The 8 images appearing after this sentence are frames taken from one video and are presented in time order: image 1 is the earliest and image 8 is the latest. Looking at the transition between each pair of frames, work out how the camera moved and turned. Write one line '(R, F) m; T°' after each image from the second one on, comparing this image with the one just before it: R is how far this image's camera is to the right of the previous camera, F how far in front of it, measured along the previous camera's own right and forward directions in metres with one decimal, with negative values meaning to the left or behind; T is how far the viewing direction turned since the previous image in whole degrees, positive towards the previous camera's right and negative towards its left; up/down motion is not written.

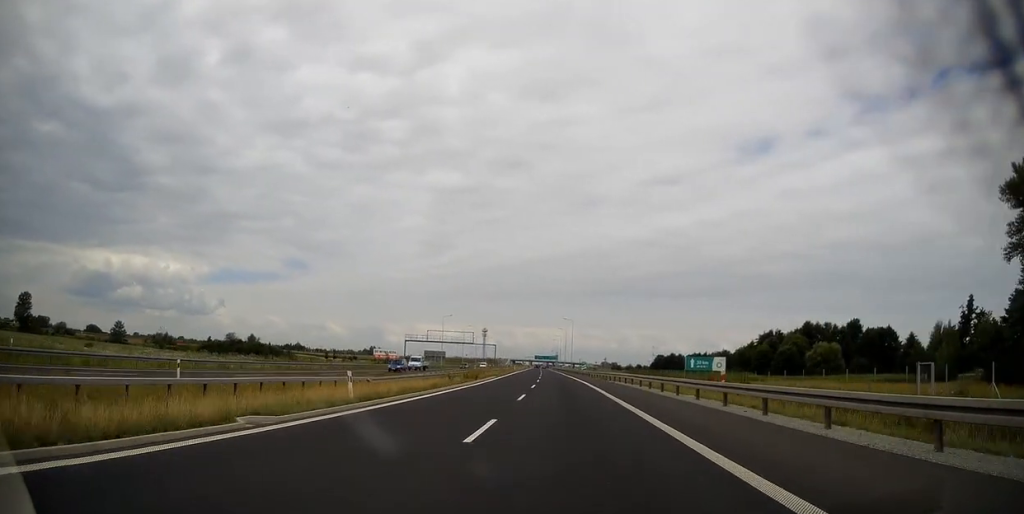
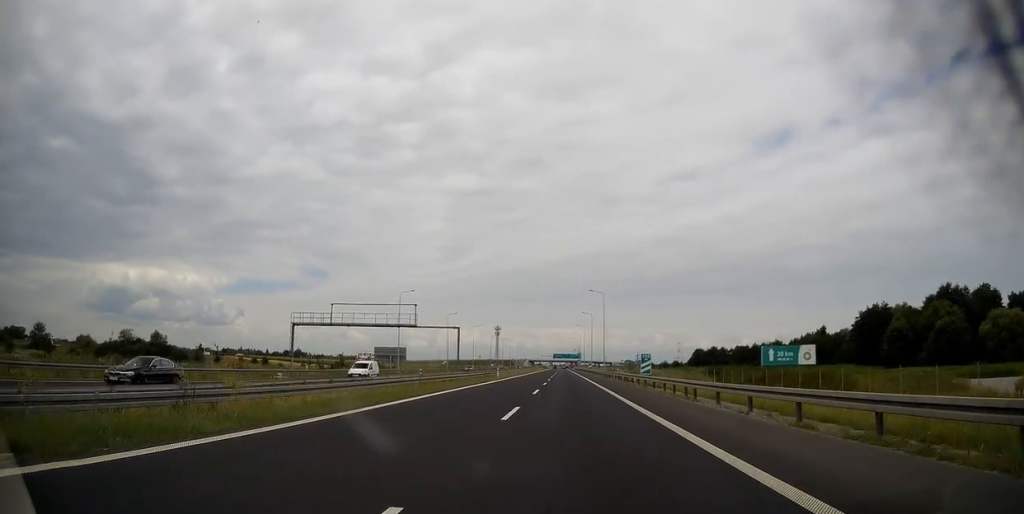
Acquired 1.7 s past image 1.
(-1.0, +62.1) m; -2°
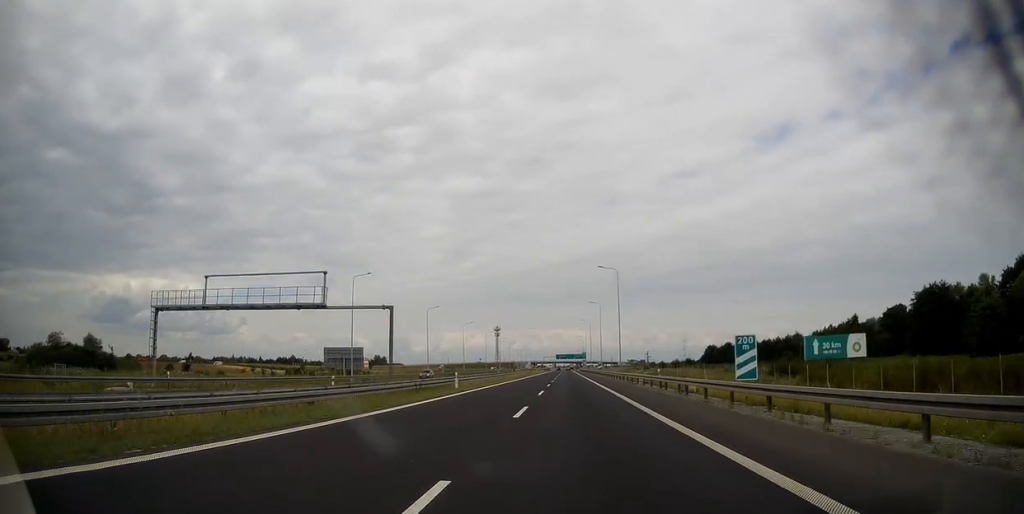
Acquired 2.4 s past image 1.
(-0.1, +25.5) m; -1°
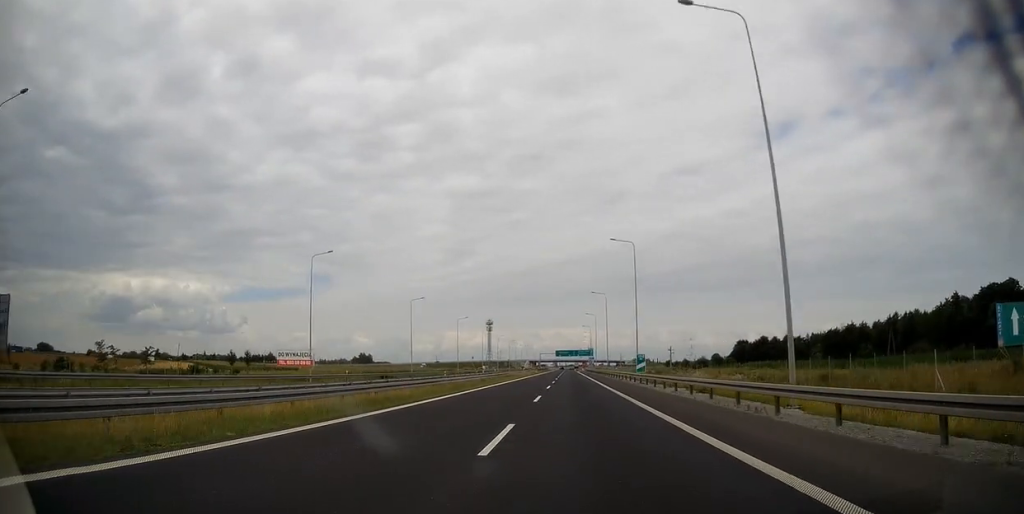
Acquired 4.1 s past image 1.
(-0.6, +60.6) m; -1°
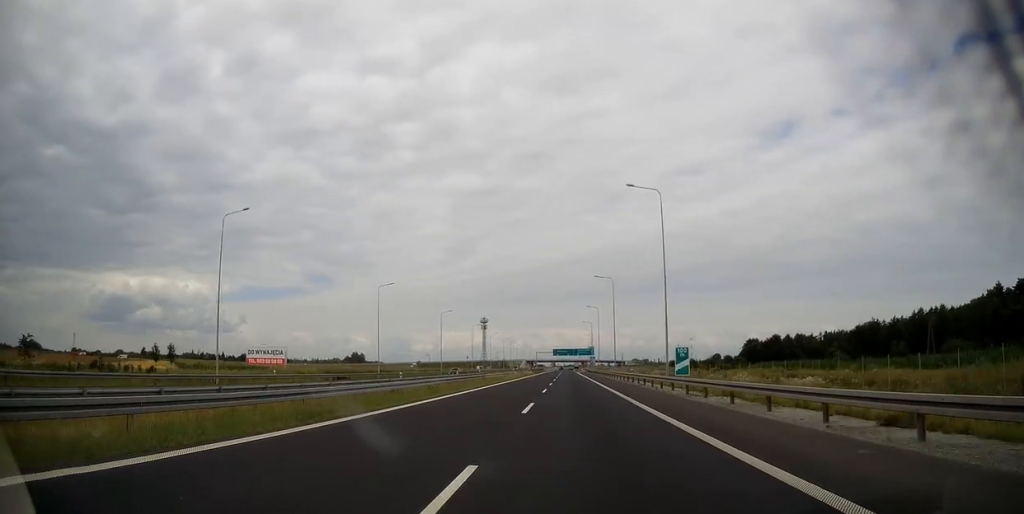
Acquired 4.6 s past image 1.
(0.0, +19.4) m; 0°
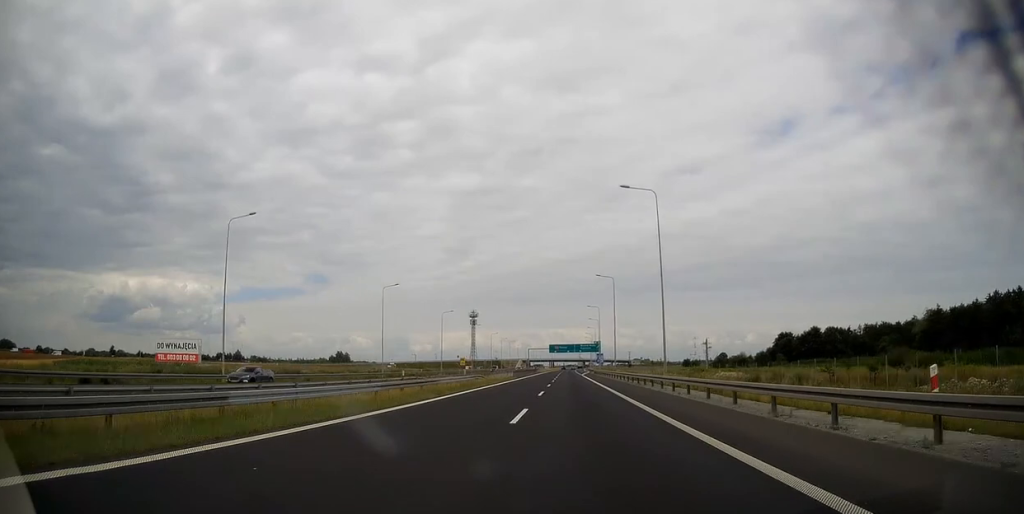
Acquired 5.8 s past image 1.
(0.0, +44.8) m; 0°
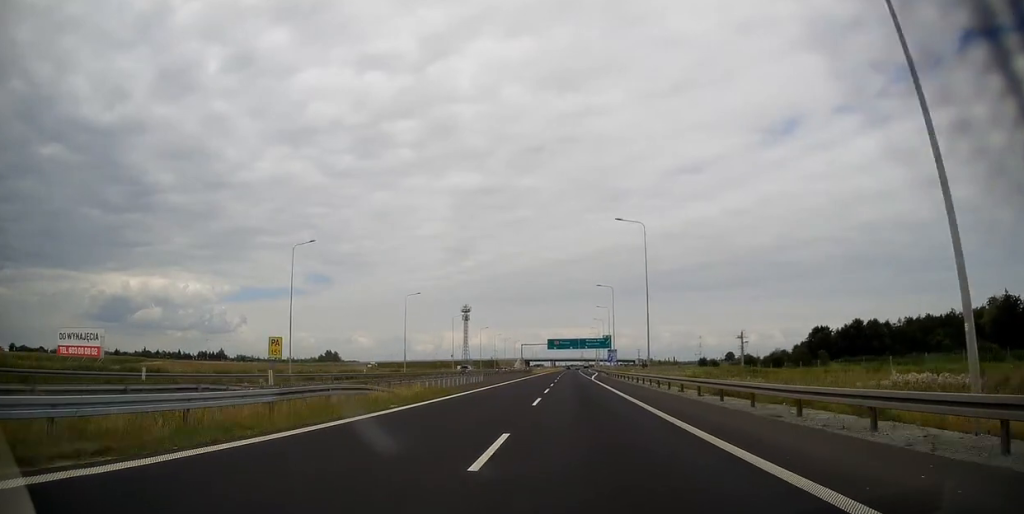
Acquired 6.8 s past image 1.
(0.0, +33.9) m; 0°
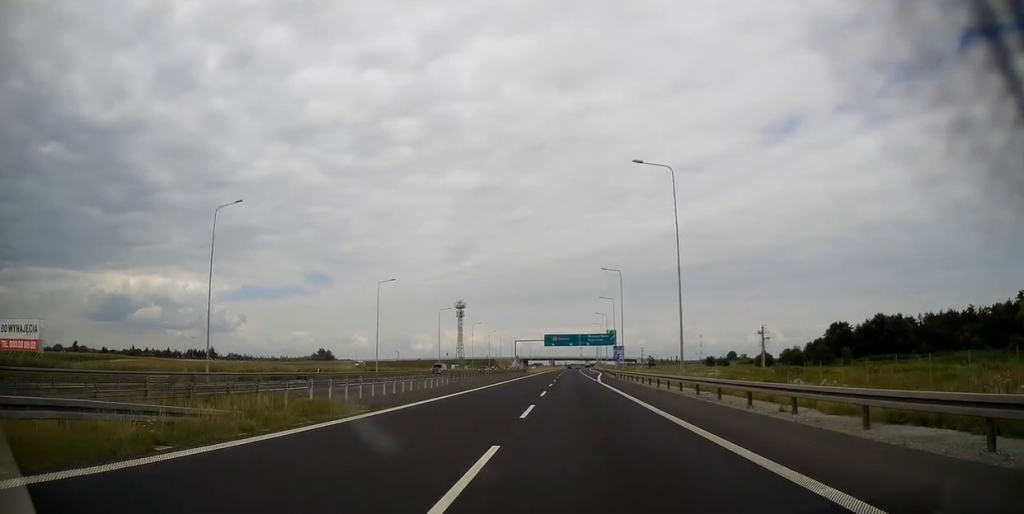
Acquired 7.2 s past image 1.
(0.0, +15.7) m; 0°
